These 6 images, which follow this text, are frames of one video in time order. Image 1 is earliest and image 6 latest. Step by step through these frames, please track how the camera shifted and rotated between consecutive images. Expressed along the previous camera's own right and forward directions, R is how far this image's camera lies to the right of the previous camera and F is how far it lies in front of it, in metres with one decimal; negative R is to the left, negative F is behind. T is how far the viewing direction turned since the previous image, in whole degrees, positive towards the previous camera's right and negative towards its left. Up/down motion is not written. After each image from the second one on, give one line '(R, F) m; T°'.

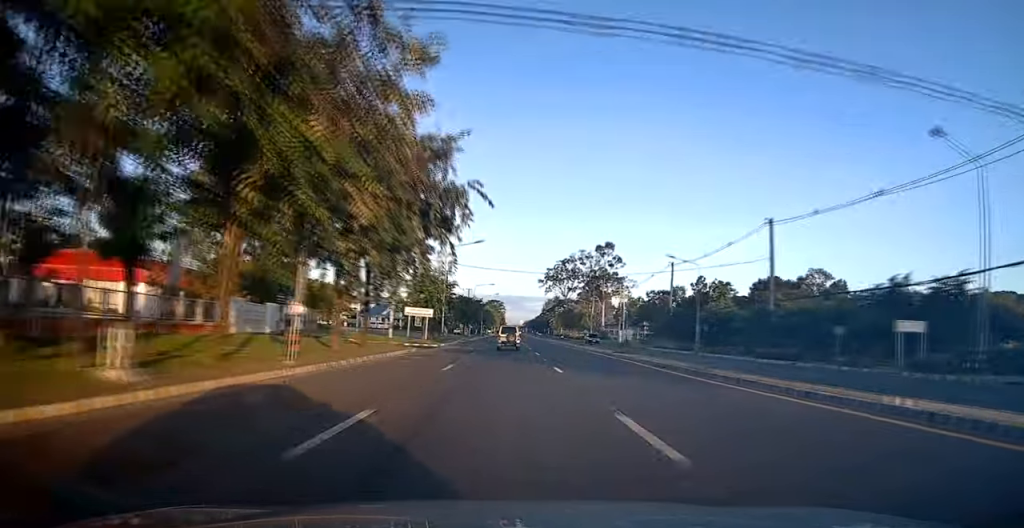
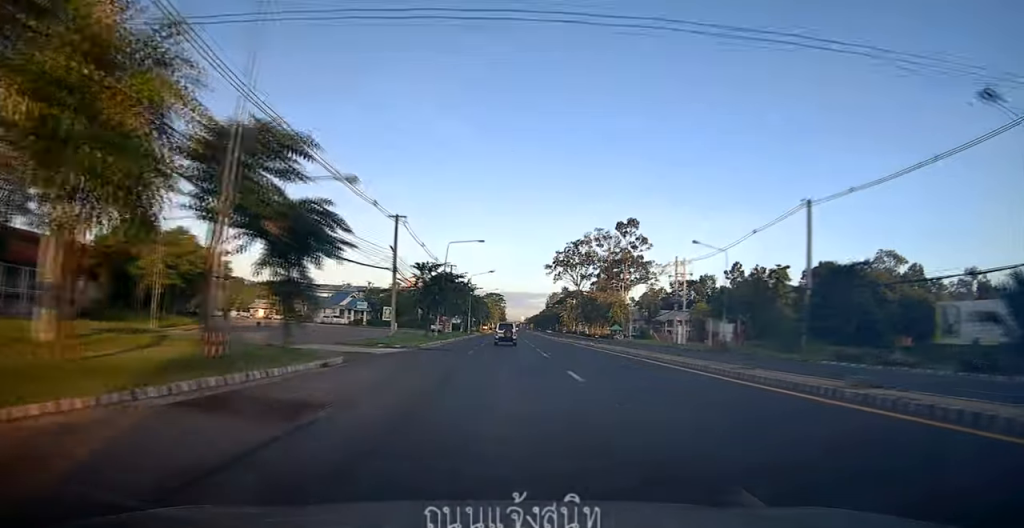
(+1.0, +40.6) m; +1°
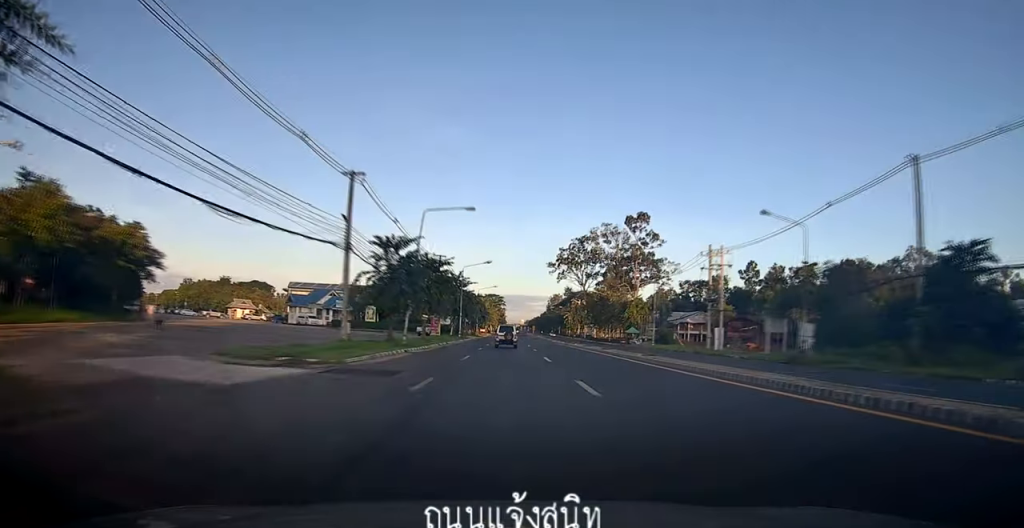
(-0.2, +14.0) m; 0°
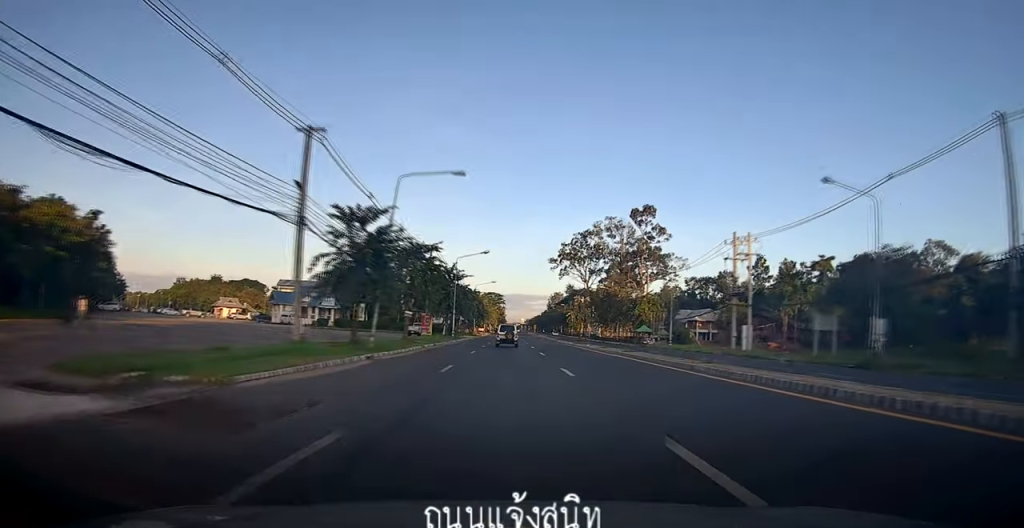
(-0.1, +7.7) m; +1°
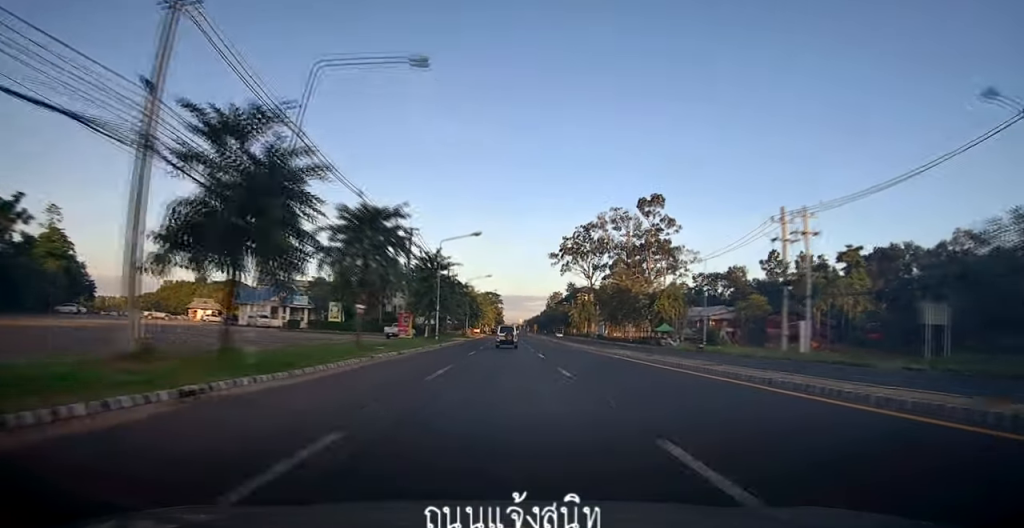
(+0.2, +11.9) m; 0°
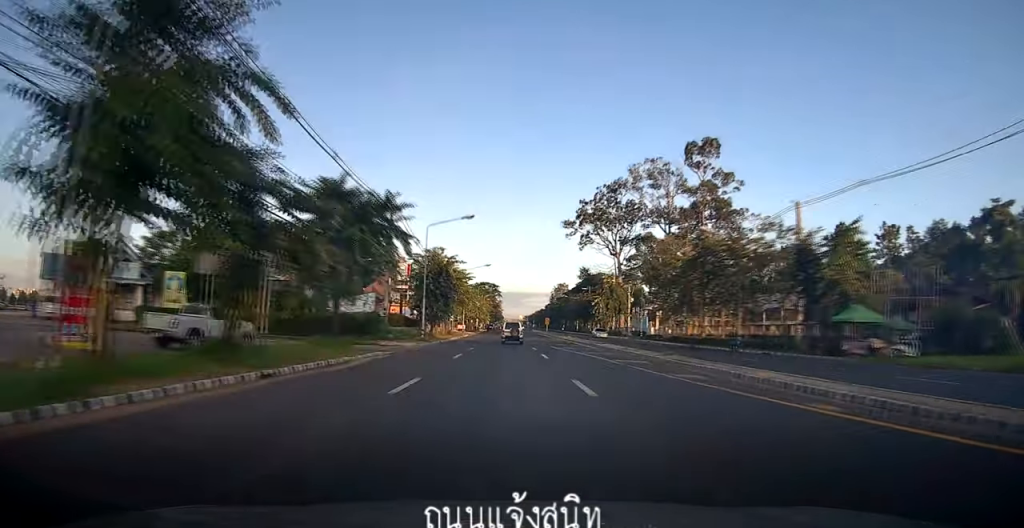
(-0.6, +40.6) m; 0°
